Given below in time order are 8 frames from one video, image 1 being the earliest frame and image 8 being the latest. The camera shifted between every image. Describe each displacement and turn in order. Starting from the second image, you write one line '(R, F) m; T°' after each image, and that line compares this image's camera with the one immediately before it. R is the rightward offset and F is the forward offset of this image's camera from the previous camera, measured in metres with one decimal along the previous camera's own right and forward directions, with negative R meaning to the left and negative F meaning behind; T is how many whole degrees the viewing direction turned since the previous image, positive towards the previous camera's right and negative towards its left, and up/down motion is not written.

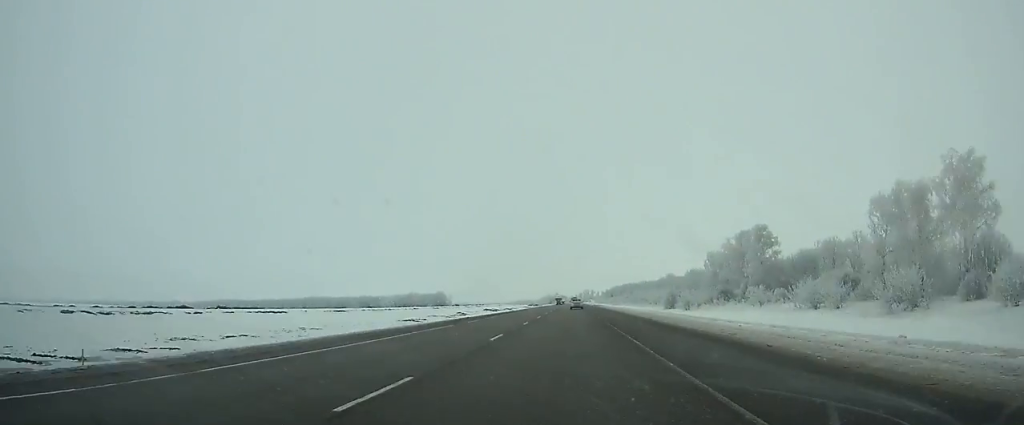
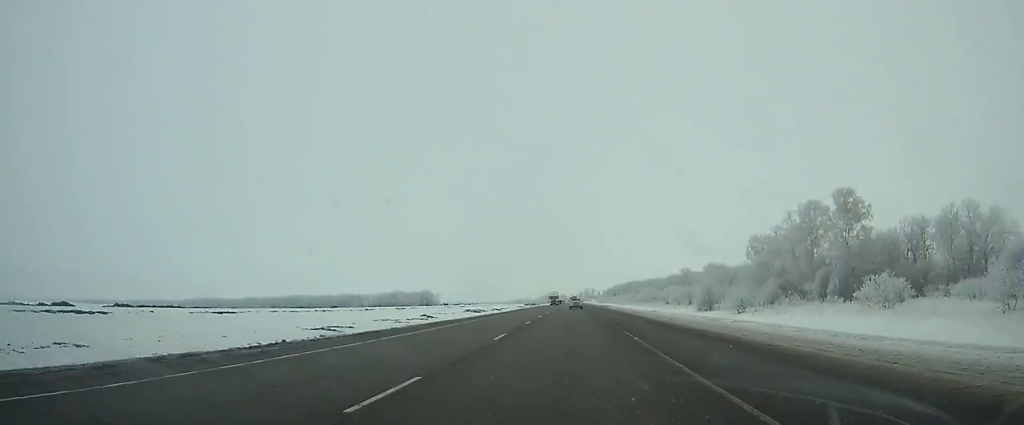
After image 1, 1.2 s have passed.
(-0.1, +36.1) m; 0°
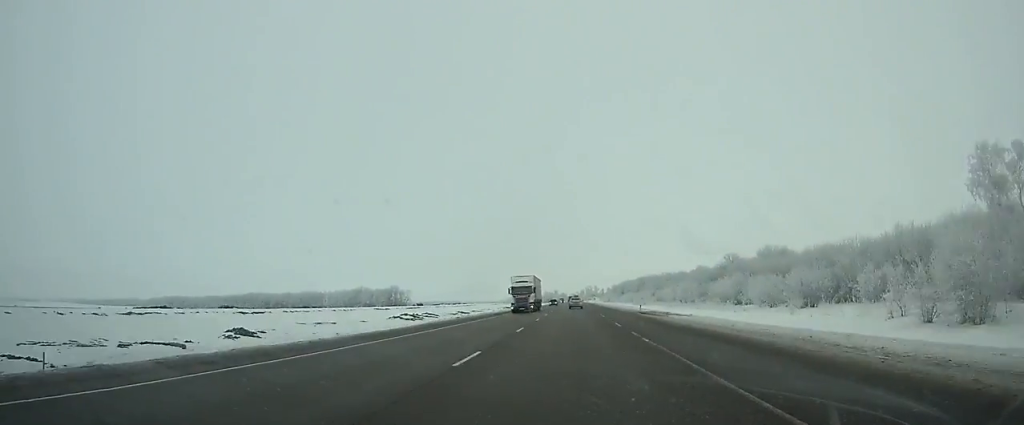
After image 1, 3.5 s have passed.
(-0.1, +68.9) m; 0°
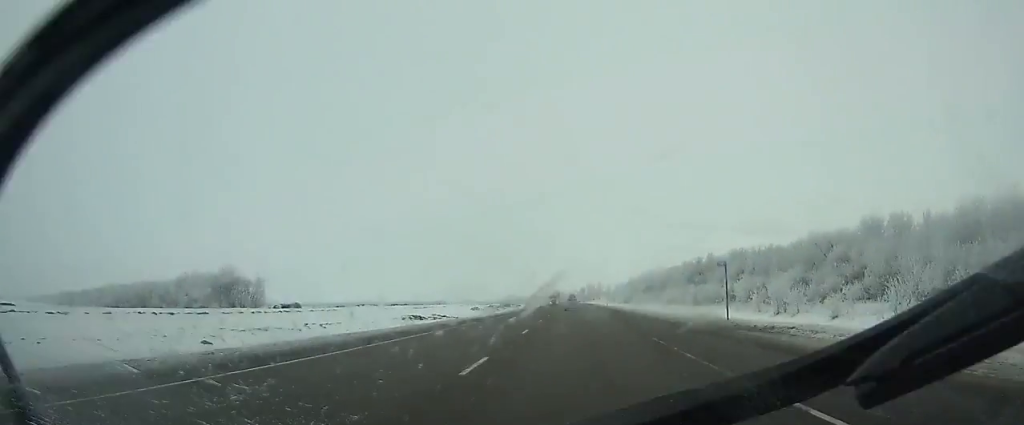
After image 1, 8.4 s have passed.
(+0.2, +143.9) m; 0°
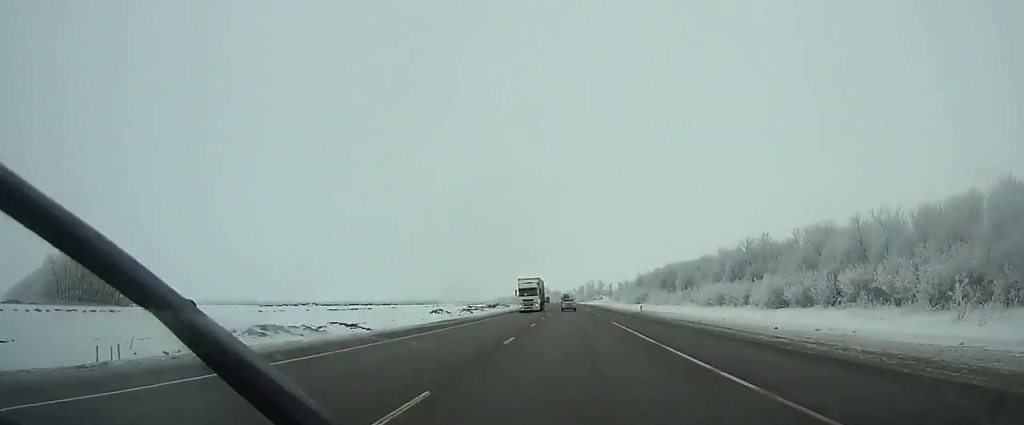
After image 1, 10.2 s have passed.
(0.0, +51.4) m; 0°
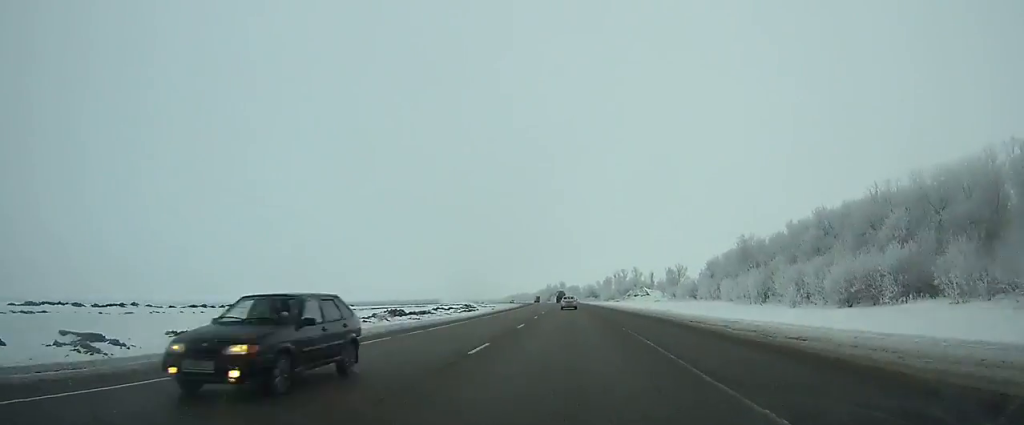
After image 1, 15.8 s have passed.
(-1.5, +150.7) m; -2°
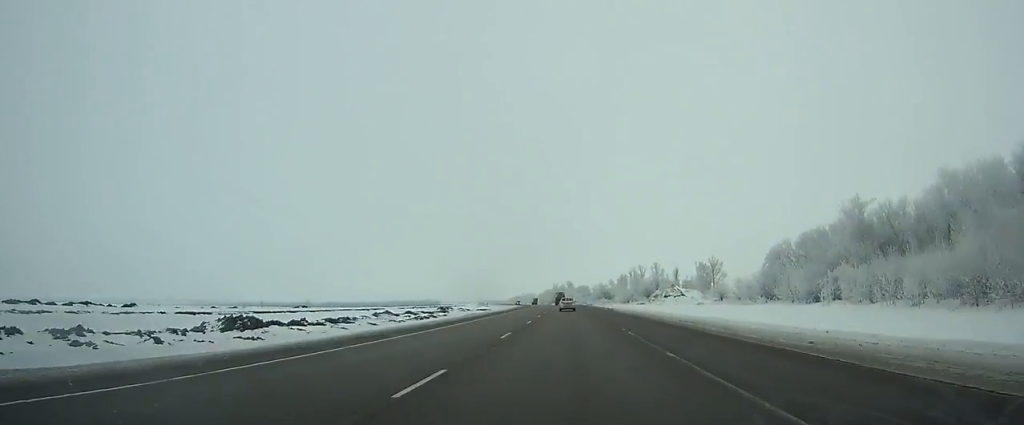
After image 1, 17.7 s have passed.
(-0.4, +47.7) m; -1°
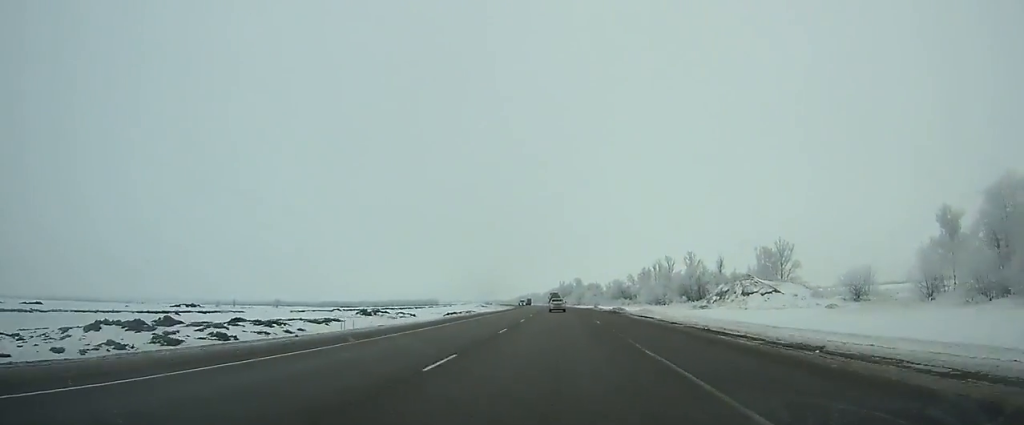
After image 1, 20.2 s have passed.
(-0.7, +63.9) m; -1°
